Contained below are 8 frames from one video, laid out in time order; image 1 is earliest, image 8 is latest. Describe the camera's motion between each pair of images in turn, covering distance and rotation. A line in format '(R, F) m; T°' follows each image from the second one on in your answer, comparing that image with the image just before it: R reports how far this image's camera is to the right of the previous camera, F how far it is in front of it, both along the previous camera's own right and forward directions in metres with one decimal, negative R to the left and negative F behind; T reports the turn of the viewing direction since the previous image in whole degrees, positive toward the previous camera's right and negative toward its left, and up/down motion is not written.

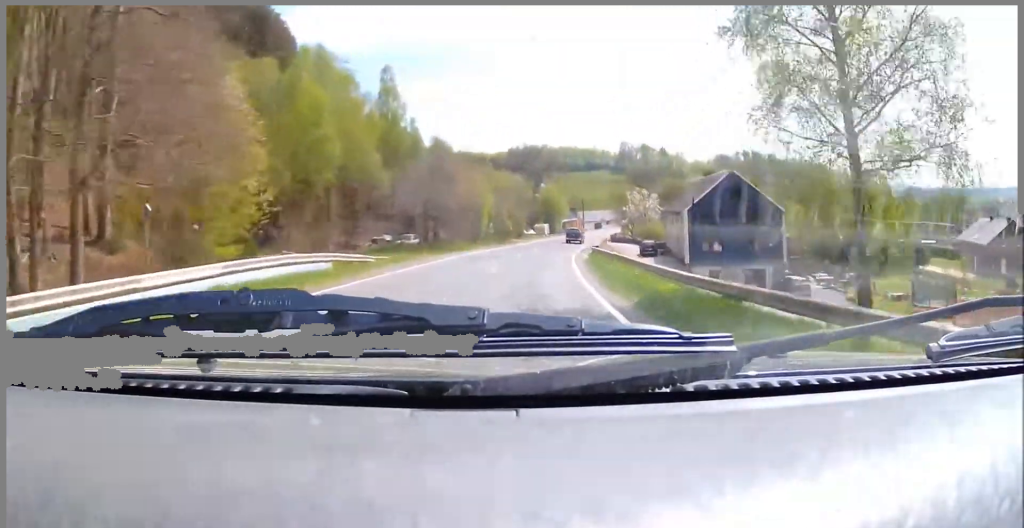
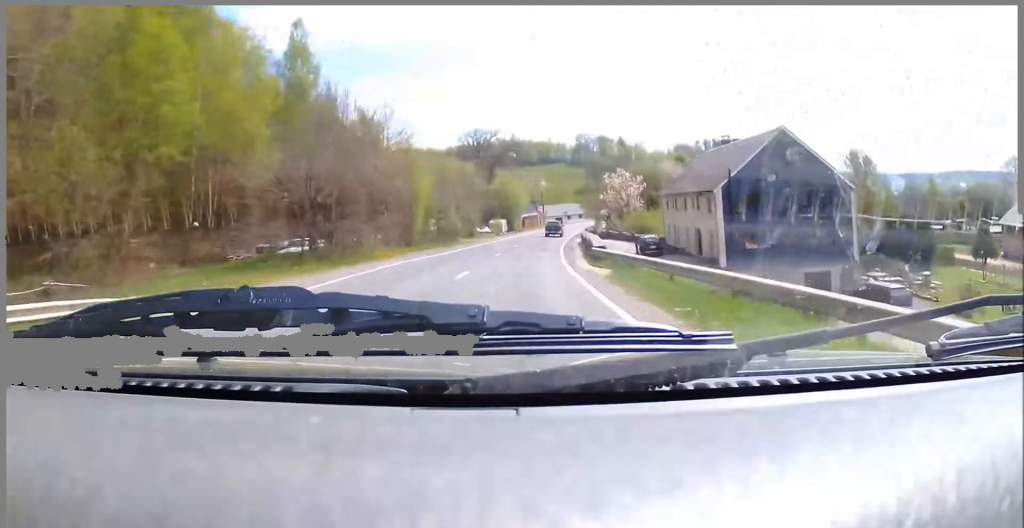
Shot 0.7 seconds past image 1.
(-0.4, +17.7) m; -1°
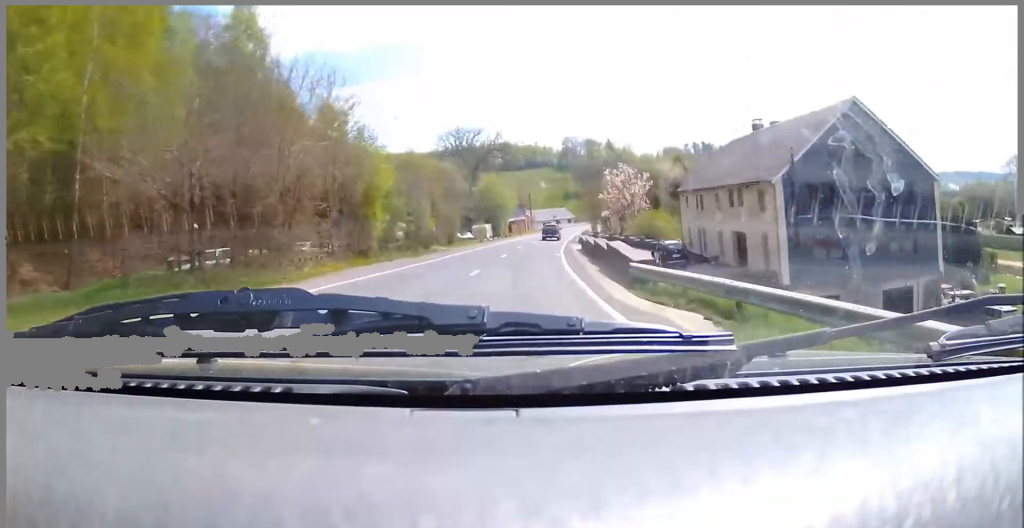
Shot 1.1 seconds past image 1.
(-0.2, +9.7) m; 0°
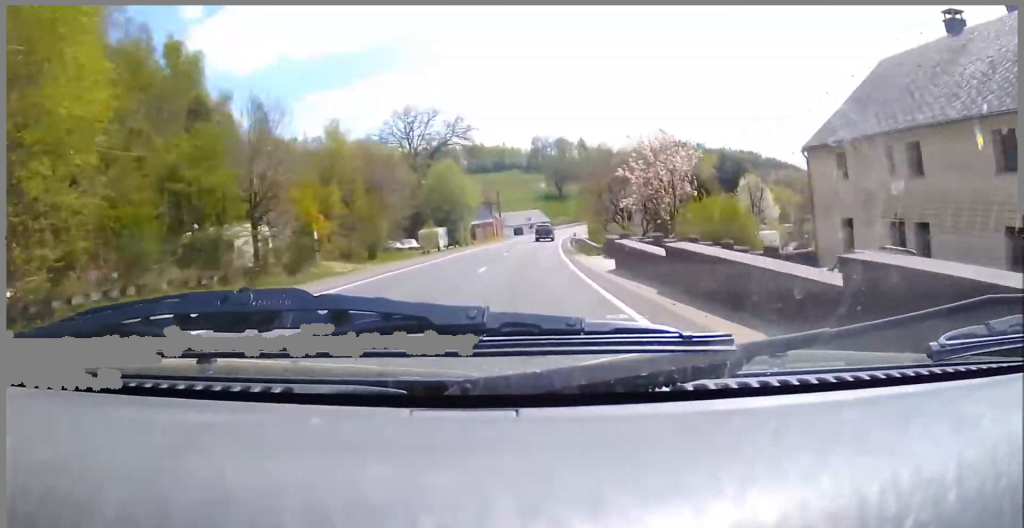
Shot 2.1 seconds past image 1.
(+0.3, +24.7) m; +13°
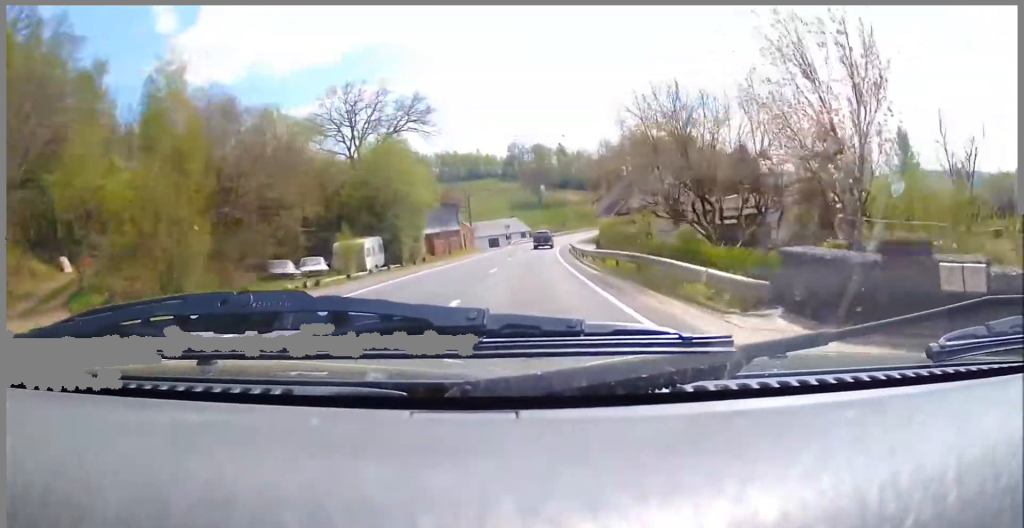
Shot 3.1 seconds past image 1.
(+4.6, +22.8) m; +21°
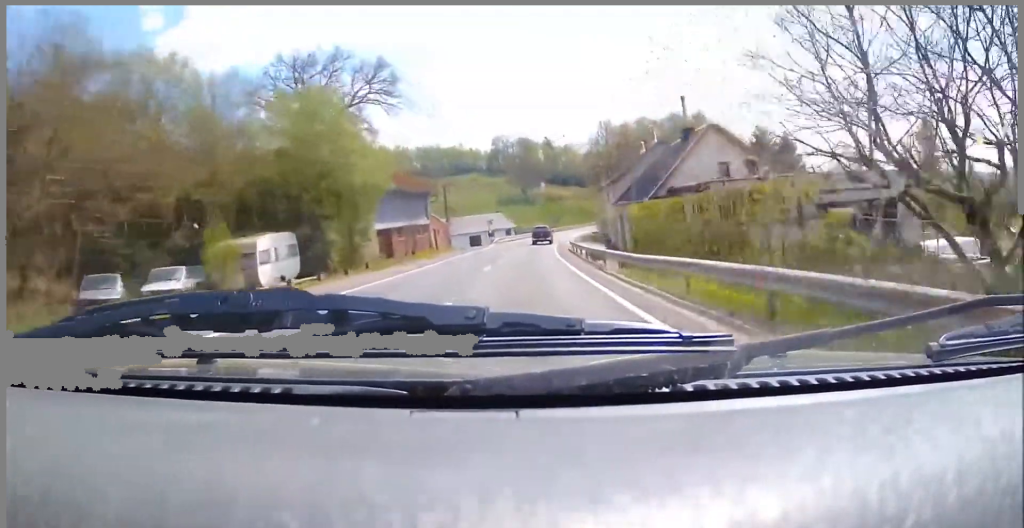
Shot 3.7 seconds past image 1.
(+2.7, +17.5) m; +5°
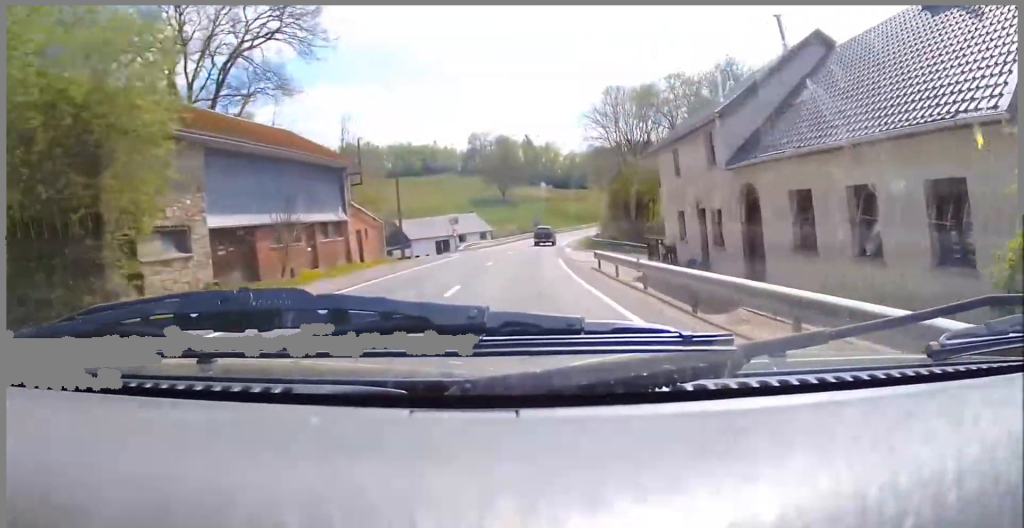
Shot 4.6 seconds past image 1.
(+1.5, +28.6) m; +1°
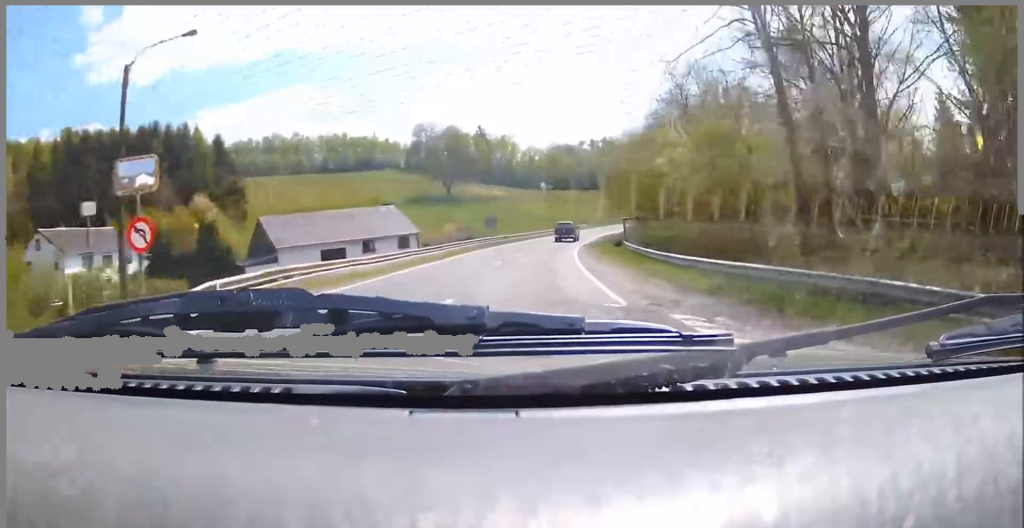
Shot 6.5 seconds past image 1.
(-3.5, +55.7) m; -3°
